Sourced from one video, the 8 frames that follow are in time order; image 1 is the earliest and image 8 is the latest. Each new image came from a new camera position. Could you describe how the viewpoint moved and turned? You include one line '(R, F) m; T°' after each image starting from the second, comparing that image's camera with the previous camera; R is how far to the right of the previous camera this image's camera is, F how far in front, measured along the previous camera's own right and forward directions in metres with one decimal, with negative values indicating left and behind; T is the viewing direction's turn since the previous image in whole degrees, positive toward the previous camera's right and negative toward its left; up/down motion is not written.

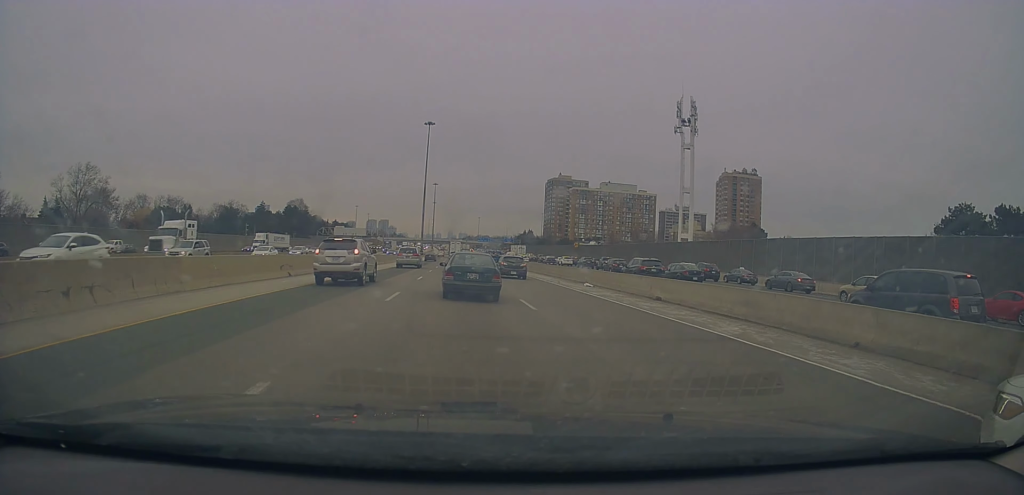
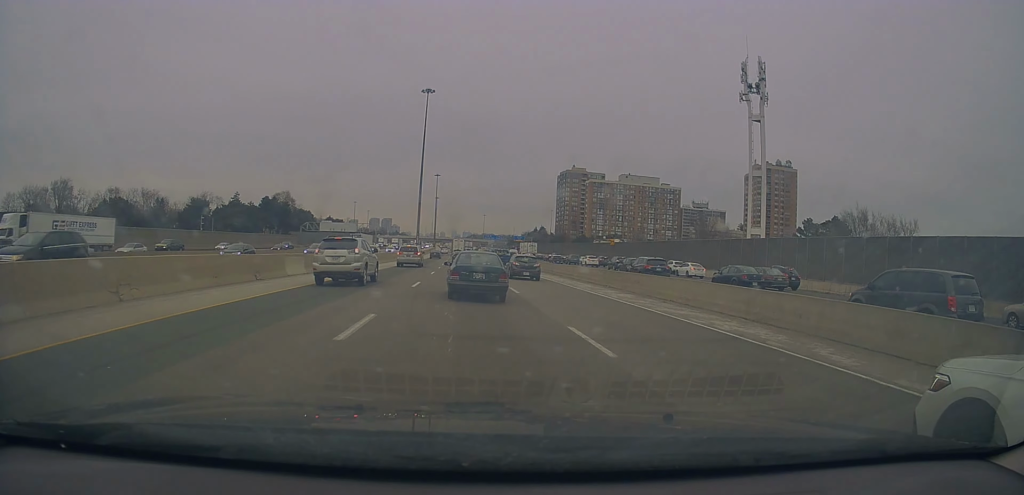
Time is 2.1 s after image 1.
(-0.2, +32.4) m; 0°
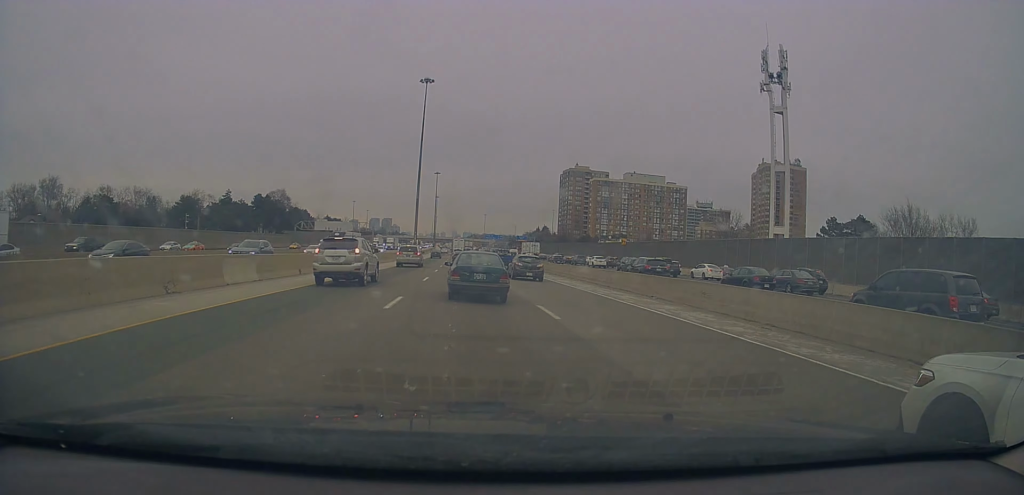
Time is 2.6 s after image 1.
(0.0, +8.7) m; 0°
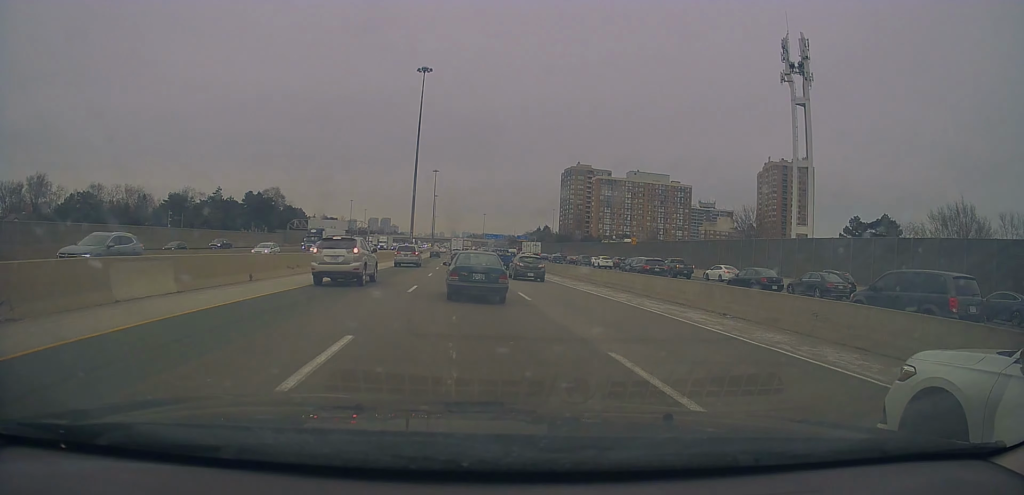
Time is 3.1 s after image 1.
(+0.1, +7.0) m; +1°
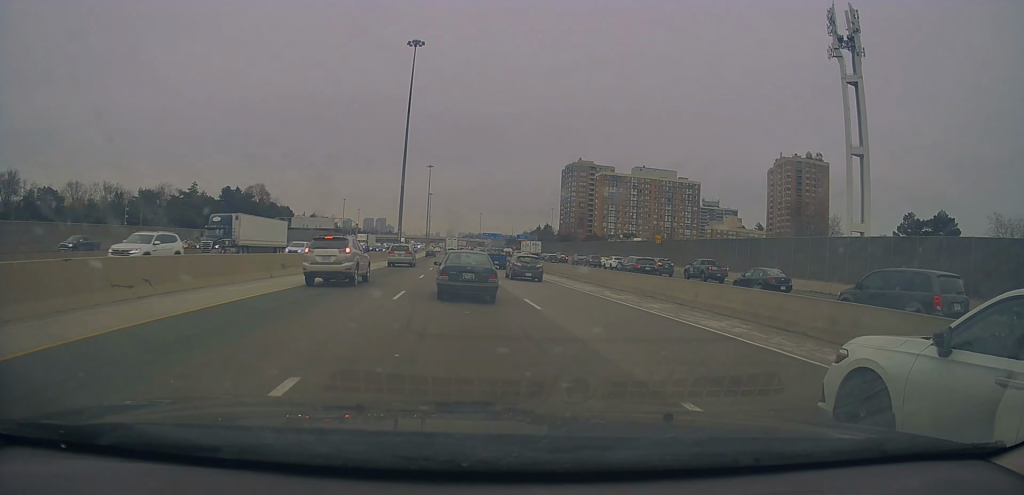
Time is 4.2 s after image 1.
(+0.2, +15.6) m; 0°
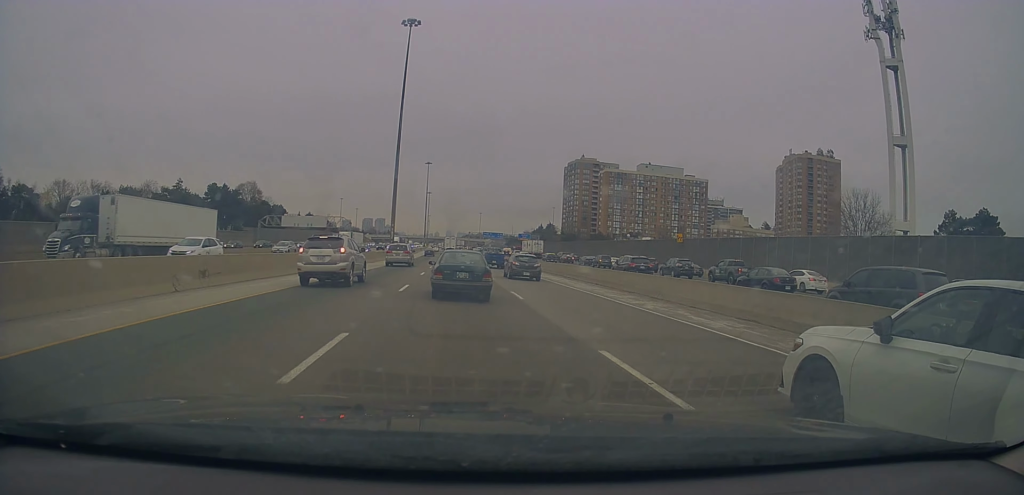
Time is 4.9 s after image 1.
(0.0, +9.8) m; 0°
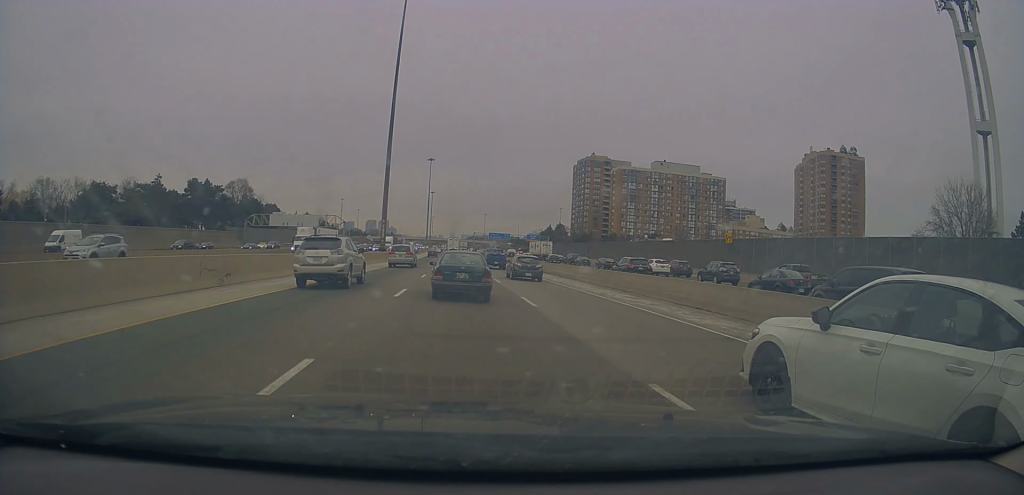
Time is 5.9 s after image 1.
(-0.2, +14.4) m; -1°
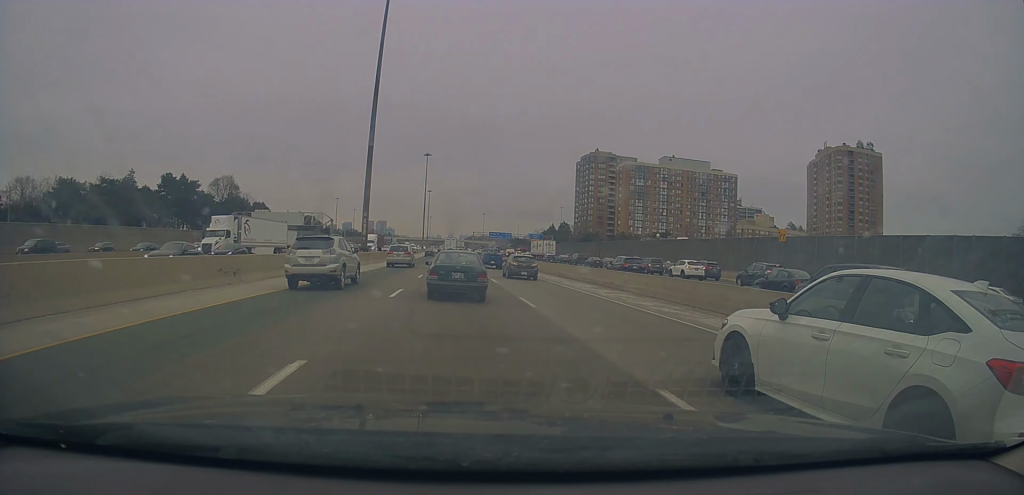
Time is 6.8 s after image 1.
(0.0, +11.6) m; 0°
